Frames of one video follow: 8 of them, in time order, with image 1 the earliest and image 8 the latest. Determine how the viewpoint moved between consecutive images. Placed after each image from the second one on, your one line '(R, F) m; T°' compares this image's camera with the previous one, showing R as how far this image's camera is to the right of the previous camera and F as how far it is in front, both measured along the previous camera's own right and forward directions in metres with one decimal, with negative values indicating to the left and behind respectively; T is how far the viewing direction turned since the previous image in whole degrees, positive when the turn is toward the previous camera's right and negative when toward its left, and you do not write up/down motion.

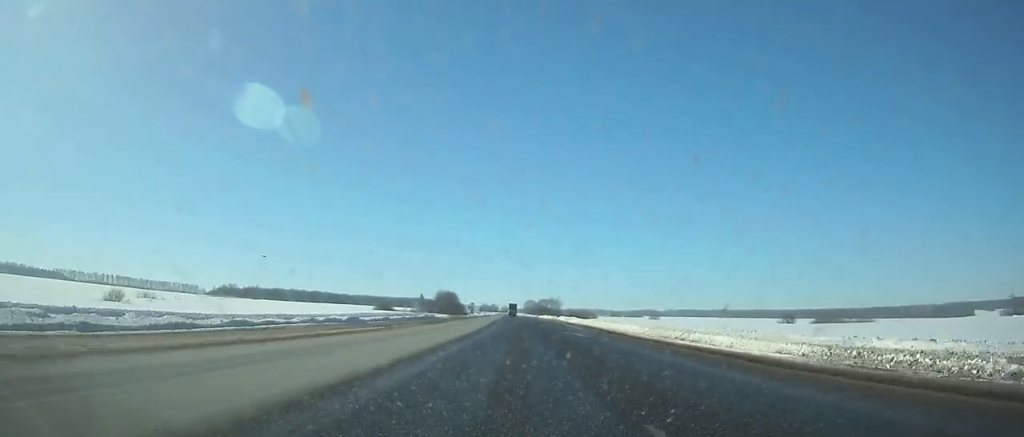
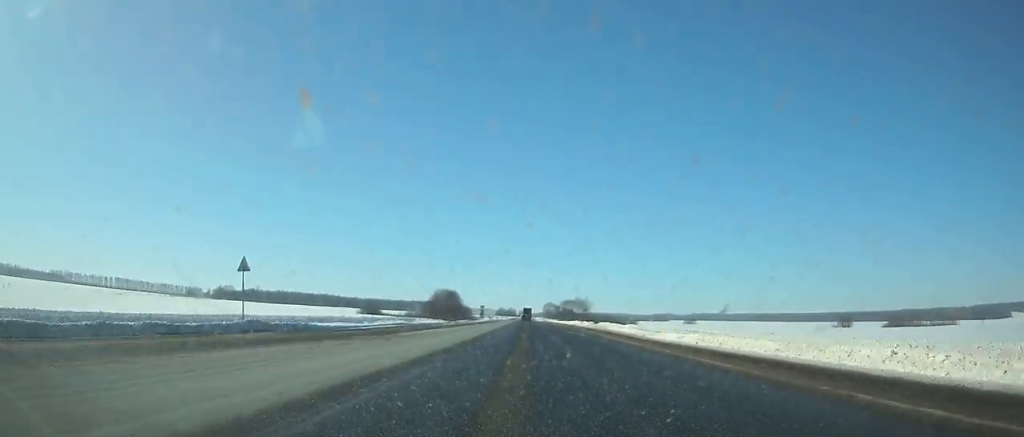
(+0.2, +59.4) m; 0°
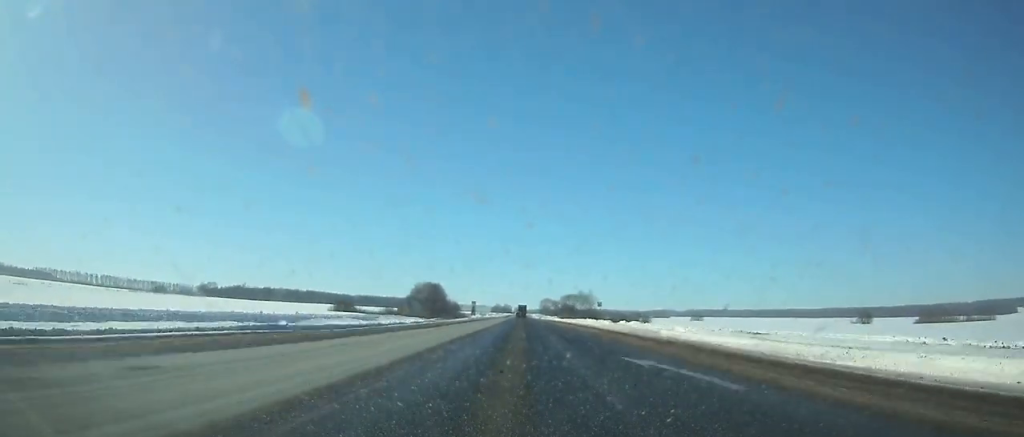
(0.0, +29.3) m; -1°
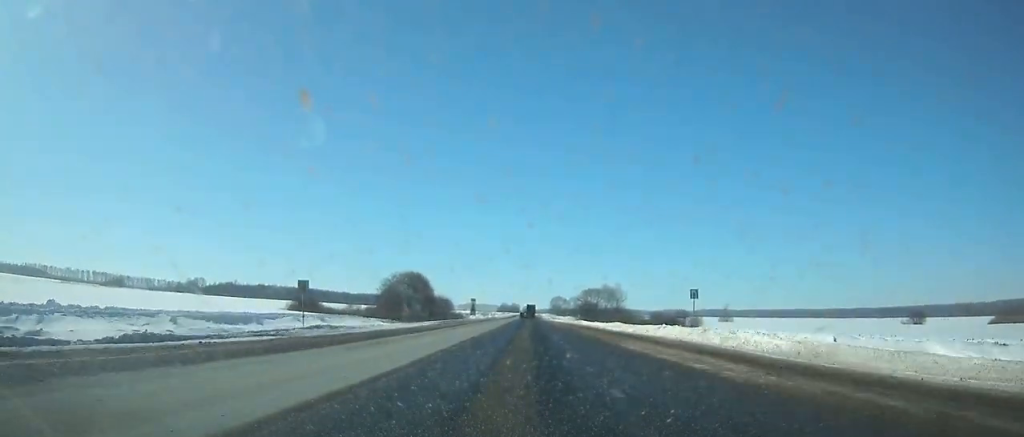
(-0.4, +45.1) m; 0°
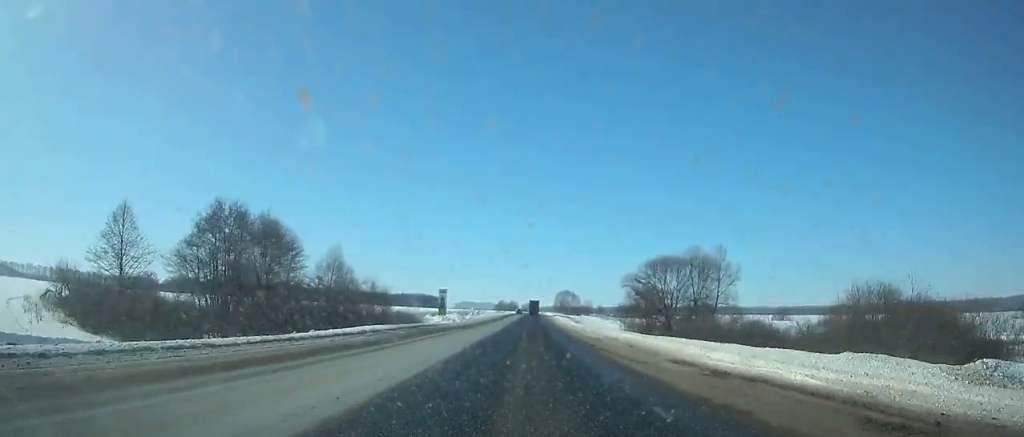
(-0.4, +86.7) m; 0°
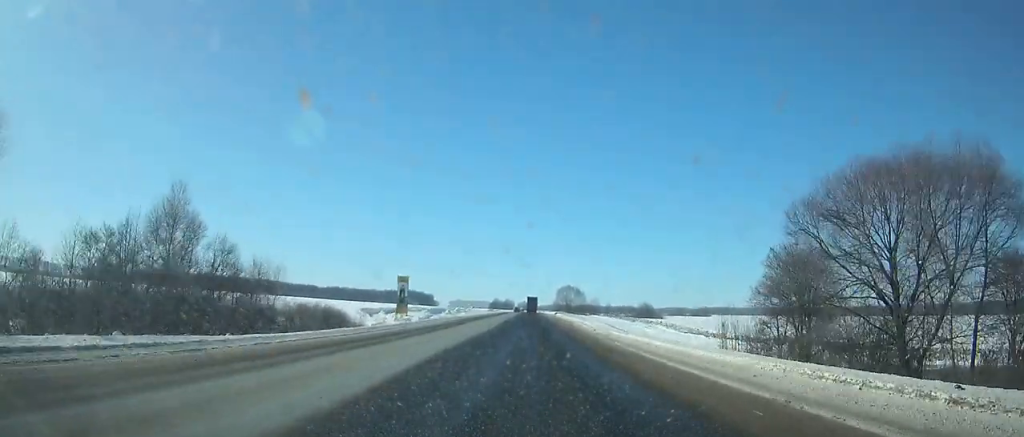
(+0.2, +48.9) m; 0°
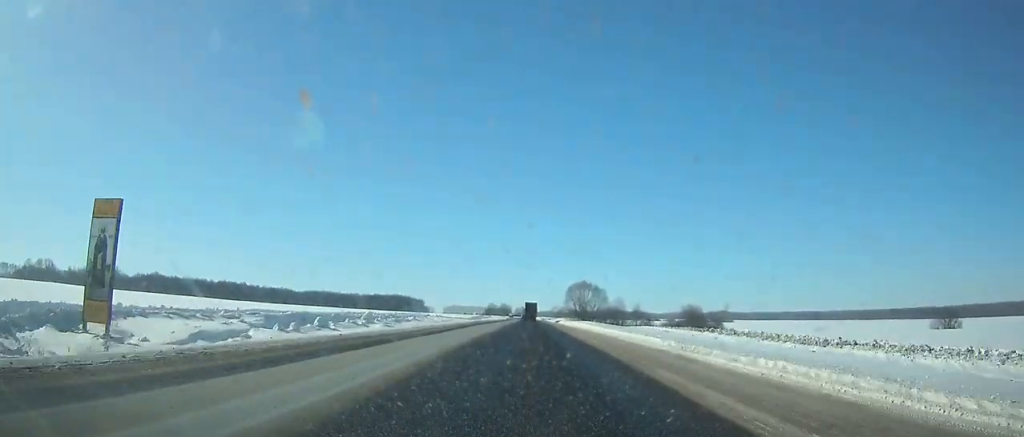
(+0.1, +85.5) m; 0°
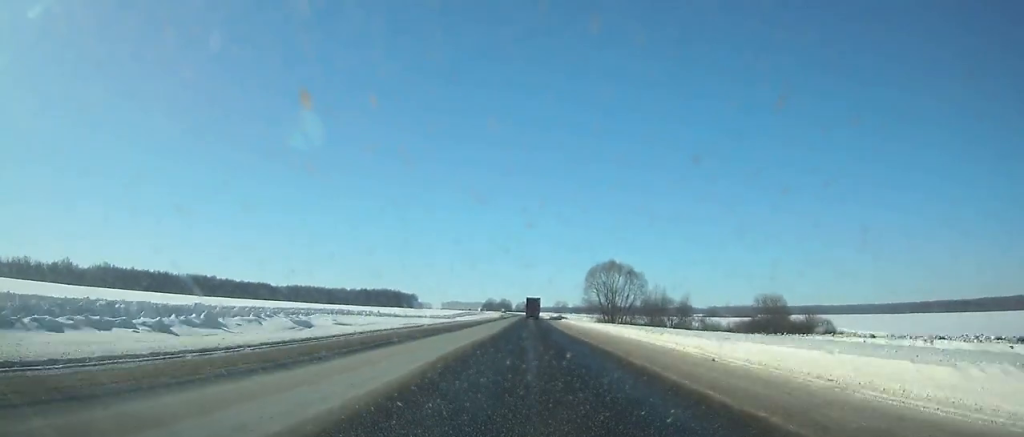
(0.0, +67.5) m; 0°
